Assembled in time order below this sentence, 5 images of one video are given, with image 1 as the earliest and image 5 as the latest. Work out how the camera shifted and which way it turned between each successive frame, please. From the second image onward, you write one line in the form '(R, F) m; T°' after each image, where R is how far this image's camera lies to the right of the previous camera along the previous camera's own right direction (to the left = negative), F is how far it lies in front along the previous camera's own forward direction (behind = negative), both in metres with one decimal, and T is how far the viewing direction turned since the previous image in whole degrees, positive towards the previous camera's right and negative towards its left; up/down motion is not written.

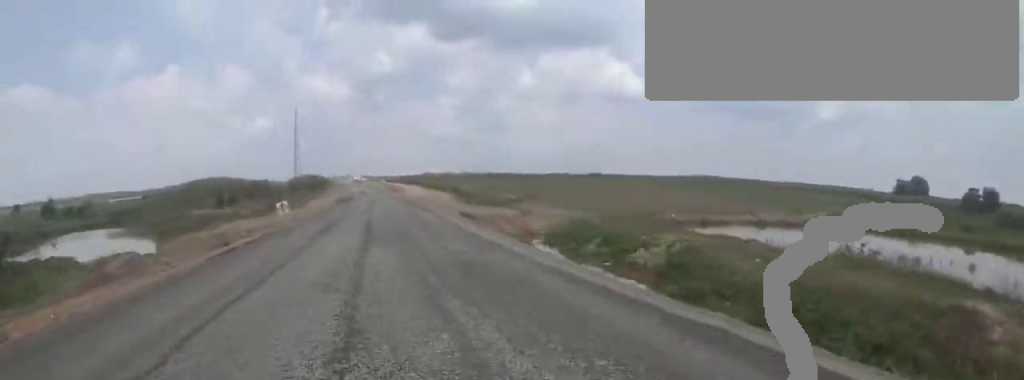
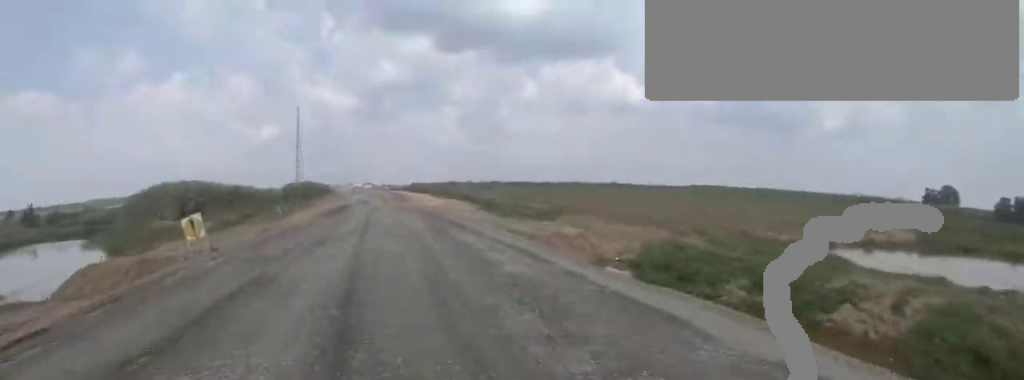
(-0.1, +11.6) m; -2°
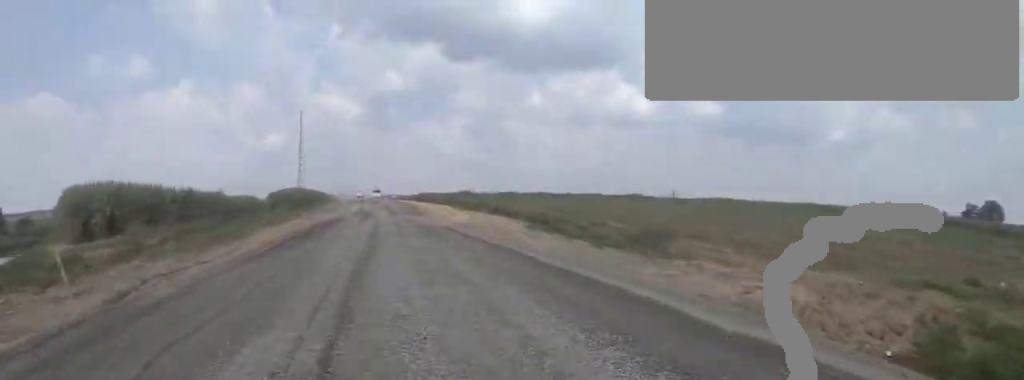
(-0.5, +14.8) m; -1°
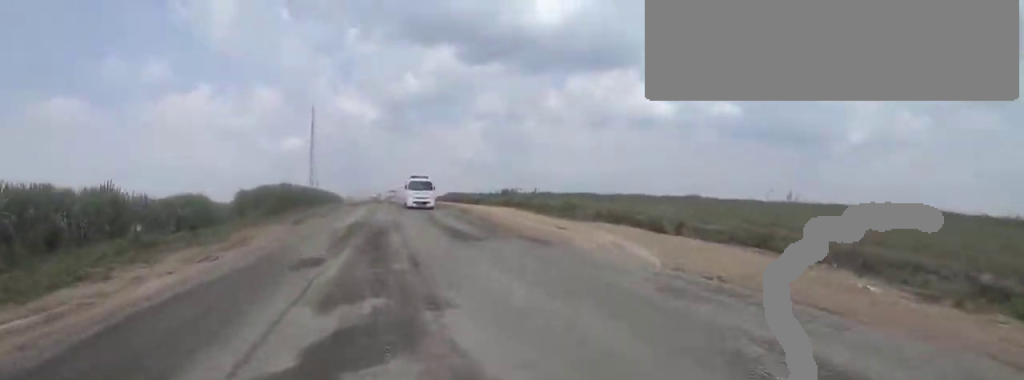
(+1.0, +24.2) m; +3°
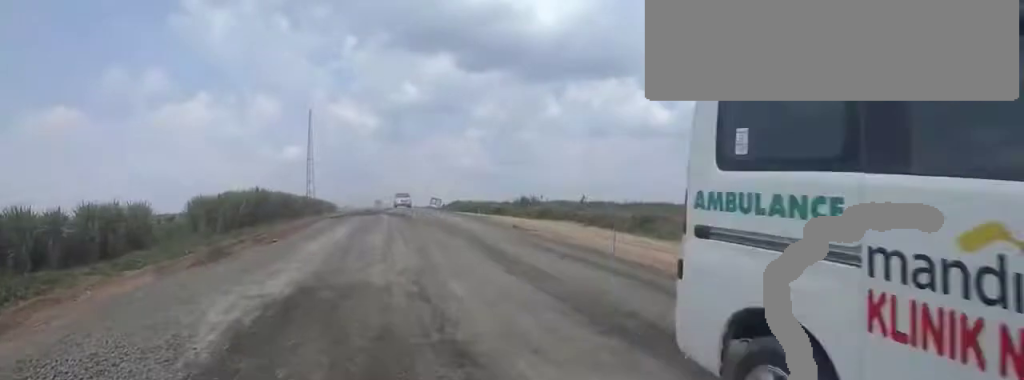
(-0.2, +12.6) m; -3°
